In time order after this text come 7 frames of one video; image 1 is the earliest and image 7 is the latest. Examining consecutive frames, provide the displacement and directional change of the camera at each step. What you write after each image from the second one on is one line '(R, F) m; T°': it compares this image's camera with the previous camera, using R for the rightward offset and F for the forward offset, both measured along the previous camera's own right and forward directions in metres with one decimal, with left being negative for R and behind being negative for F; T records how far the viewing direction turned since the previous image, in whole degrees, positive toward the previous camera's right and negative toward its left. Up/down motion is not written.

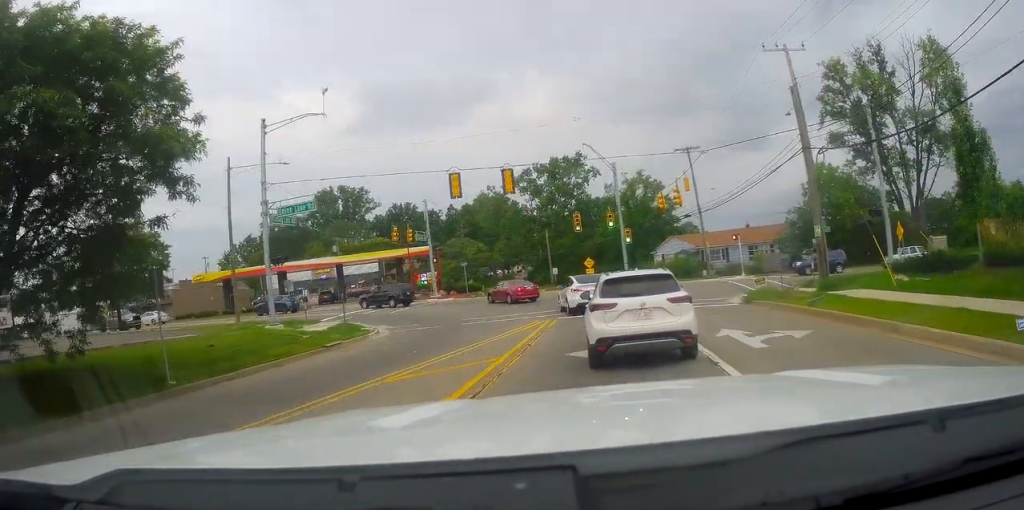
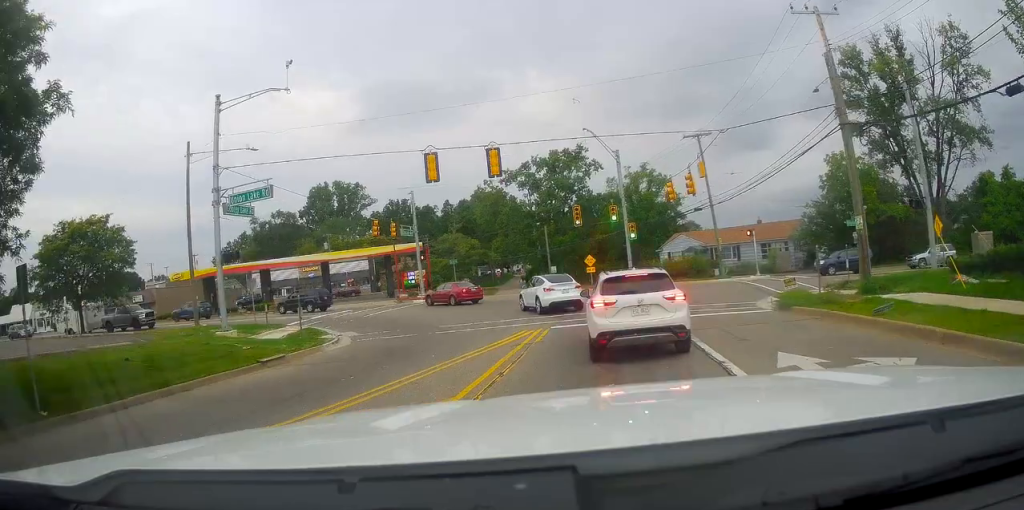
(-0.3, +3.7) m; +1°
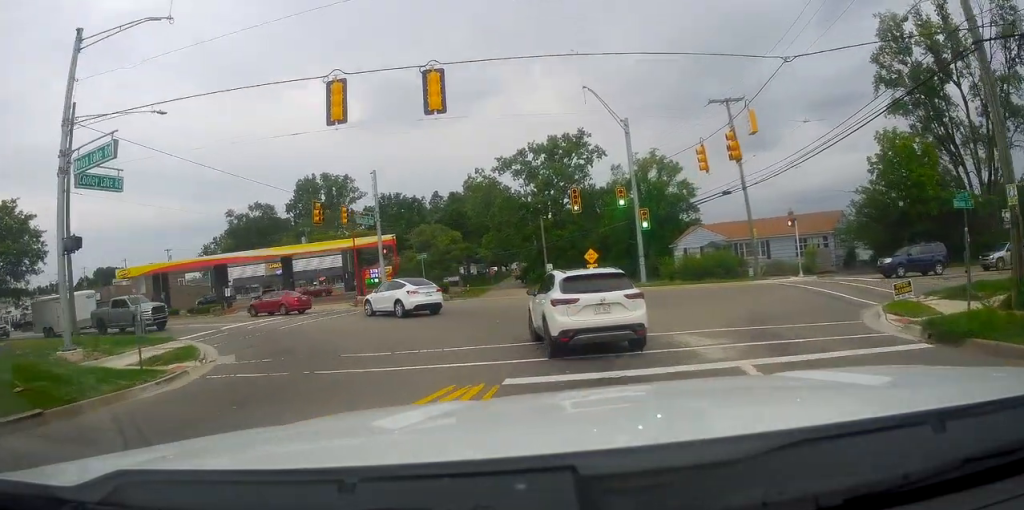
(+0.4, +8.4) m; +1°
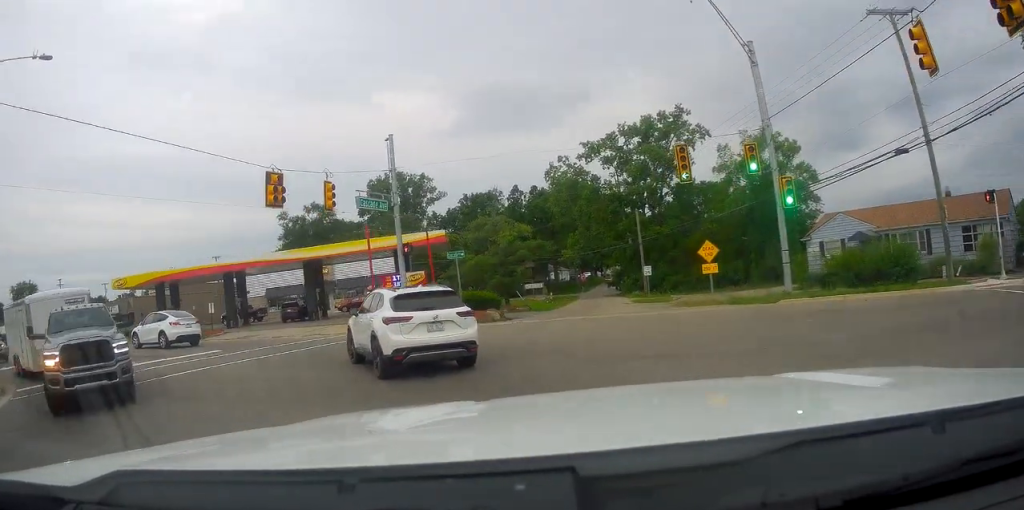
(-0.9, +13.7) m; -7°
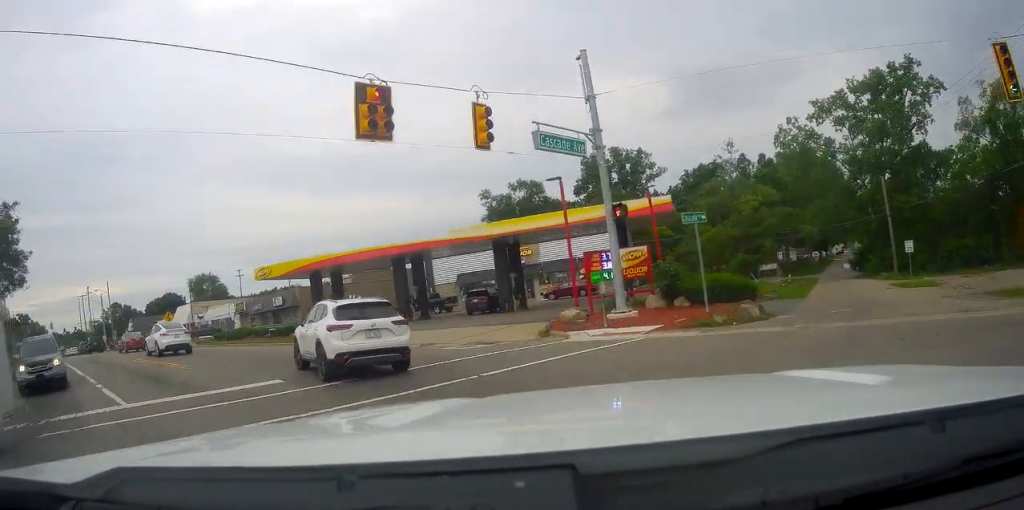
(-0.5, +10.1) m; -14°
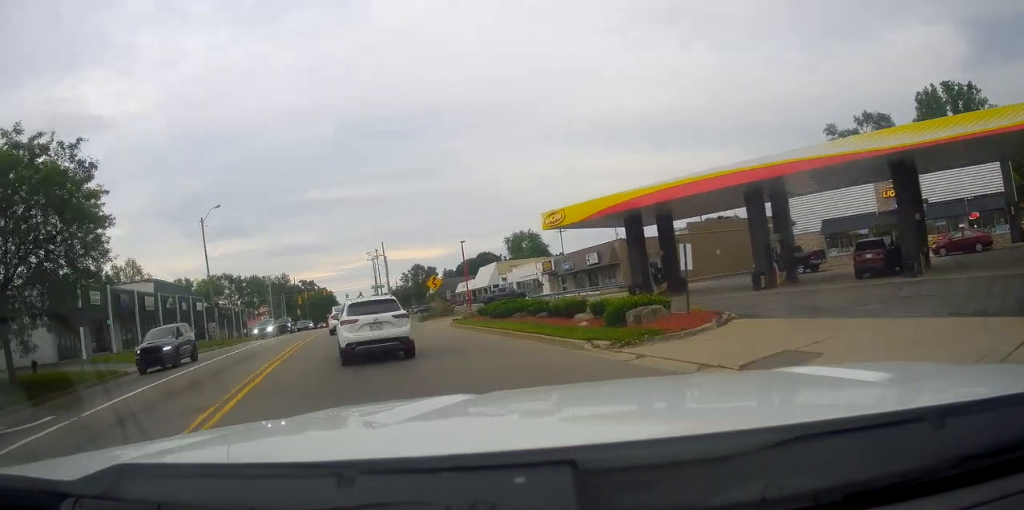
(-4.0, +13.1) m; -32°
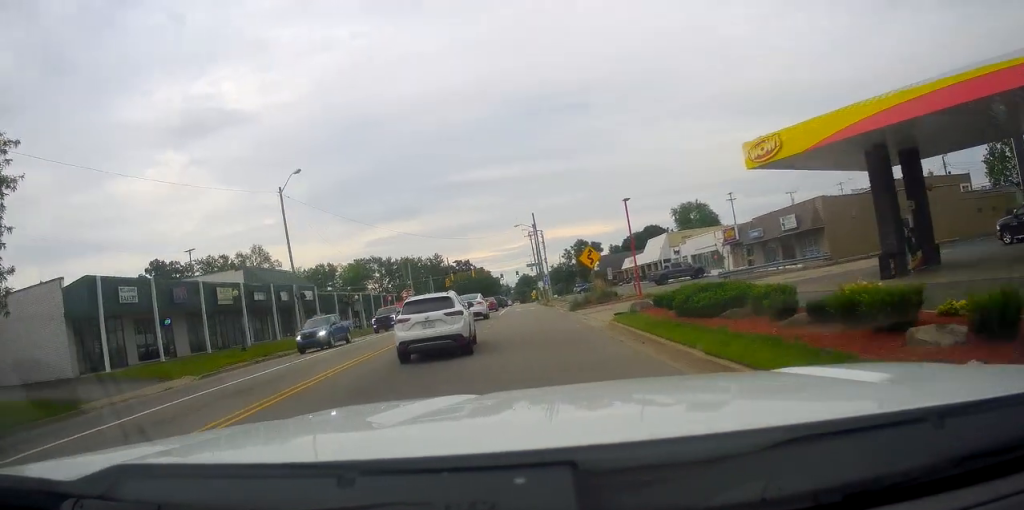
(-2.2, +10.7) m; -19°
